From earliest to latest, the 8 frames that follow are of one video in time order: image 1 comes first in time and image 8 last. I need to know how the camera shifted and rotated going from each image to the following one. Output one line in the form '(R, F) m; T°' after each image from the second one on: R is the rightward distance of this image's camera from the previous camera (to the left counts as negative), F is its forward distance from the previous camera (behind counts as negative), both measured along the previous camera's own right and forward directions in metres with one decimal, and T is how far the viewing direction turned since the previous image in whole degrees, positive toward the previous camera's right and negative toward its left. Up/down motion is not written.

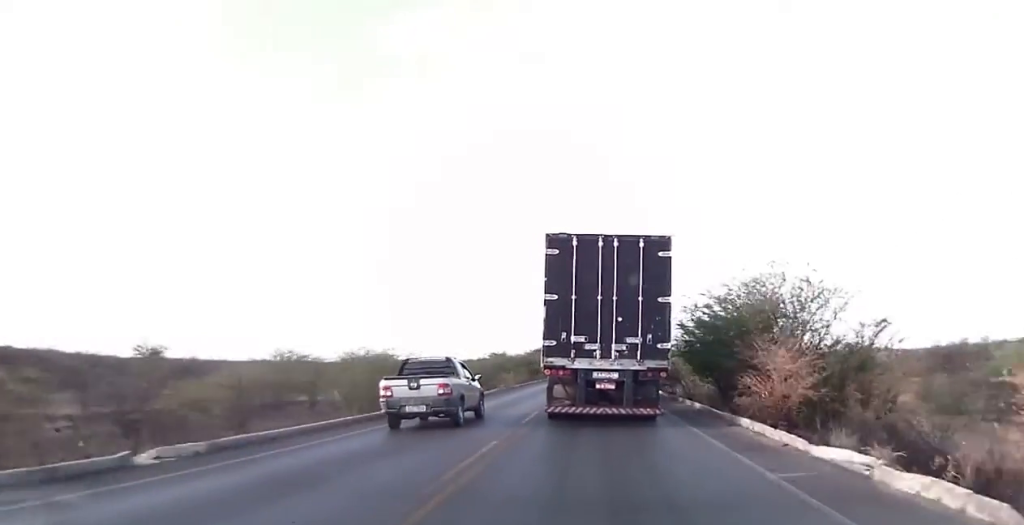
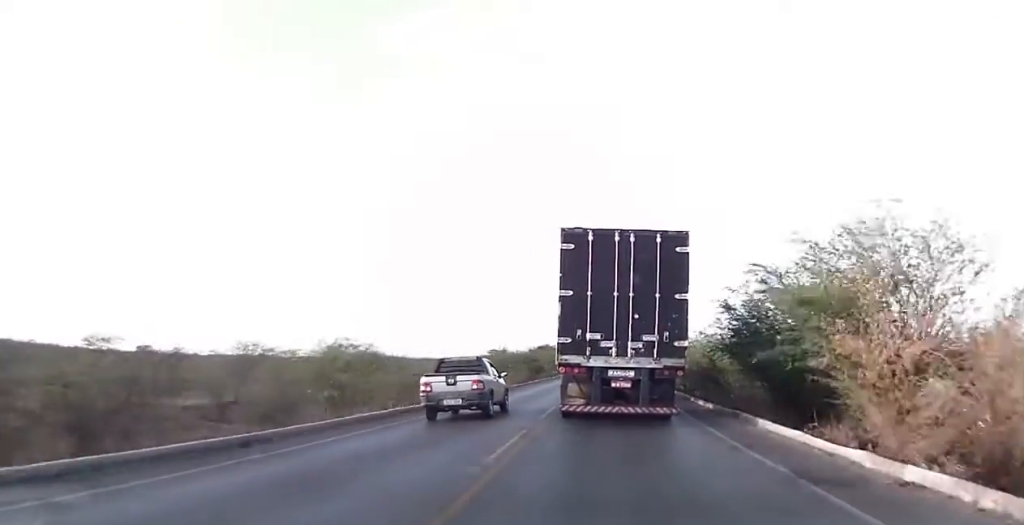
(0.0, +7.2) m; 0°
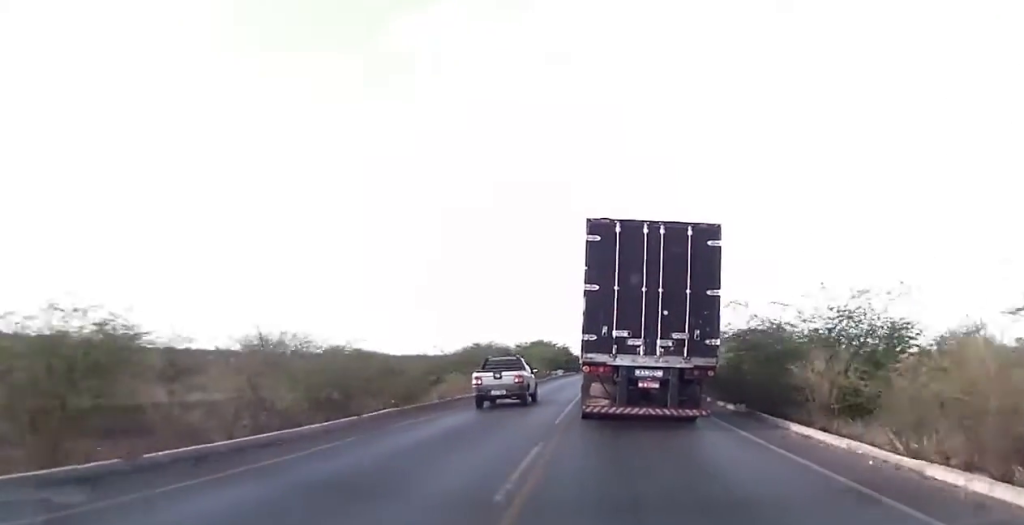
(-0.2, +16.0) m; 0°
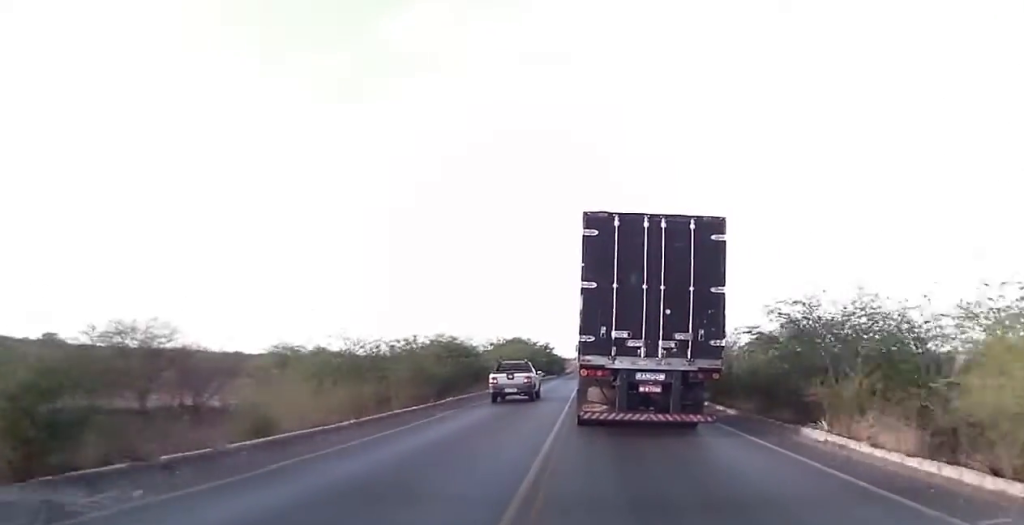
(0.0, +19.3) m; +1°
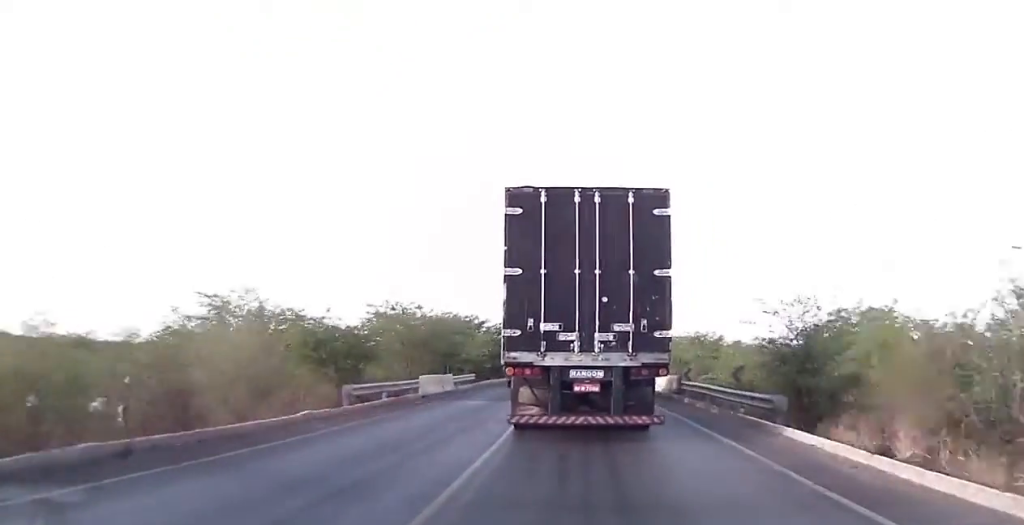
(+0.1, +48.6) m; +1°
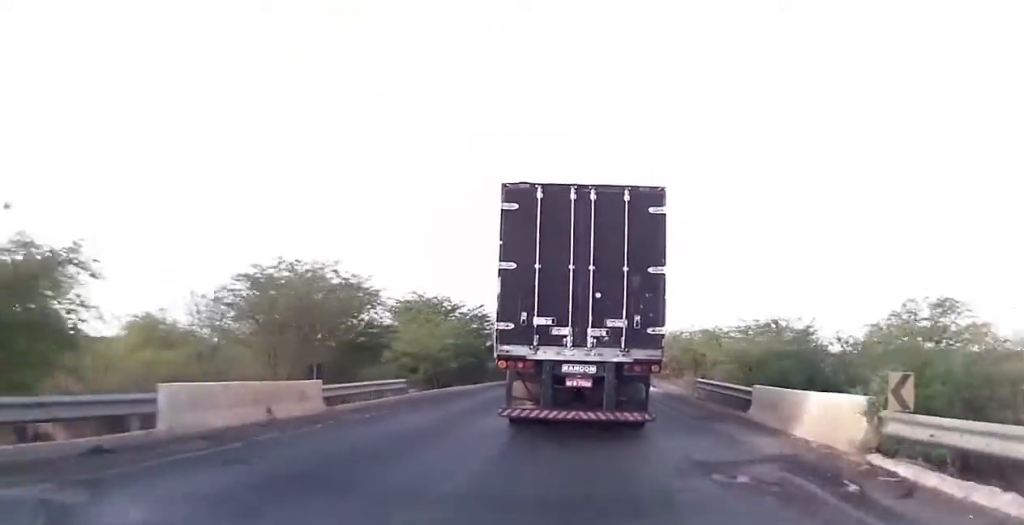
(0.0, +18.4) m; 0°
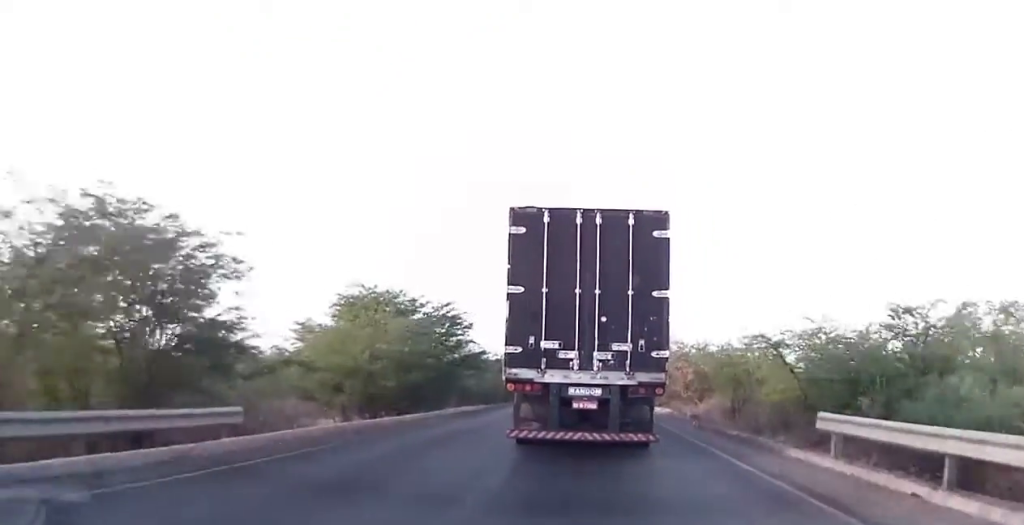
(0.0, +12.8) m; 0°
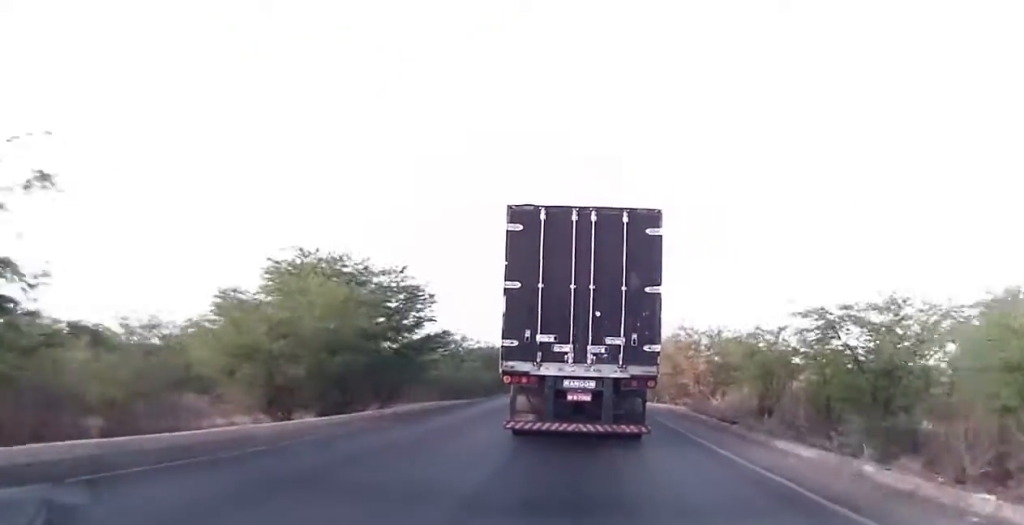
(0.0, +8.1) m; 0°
